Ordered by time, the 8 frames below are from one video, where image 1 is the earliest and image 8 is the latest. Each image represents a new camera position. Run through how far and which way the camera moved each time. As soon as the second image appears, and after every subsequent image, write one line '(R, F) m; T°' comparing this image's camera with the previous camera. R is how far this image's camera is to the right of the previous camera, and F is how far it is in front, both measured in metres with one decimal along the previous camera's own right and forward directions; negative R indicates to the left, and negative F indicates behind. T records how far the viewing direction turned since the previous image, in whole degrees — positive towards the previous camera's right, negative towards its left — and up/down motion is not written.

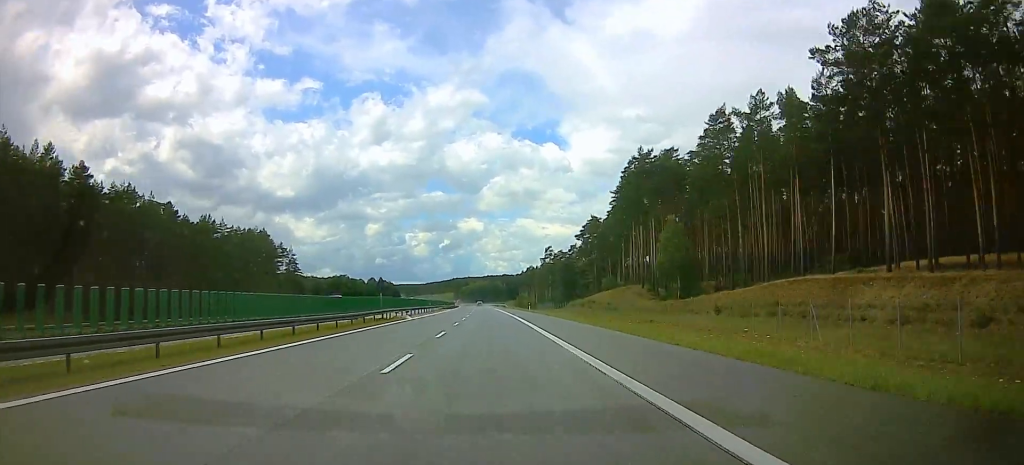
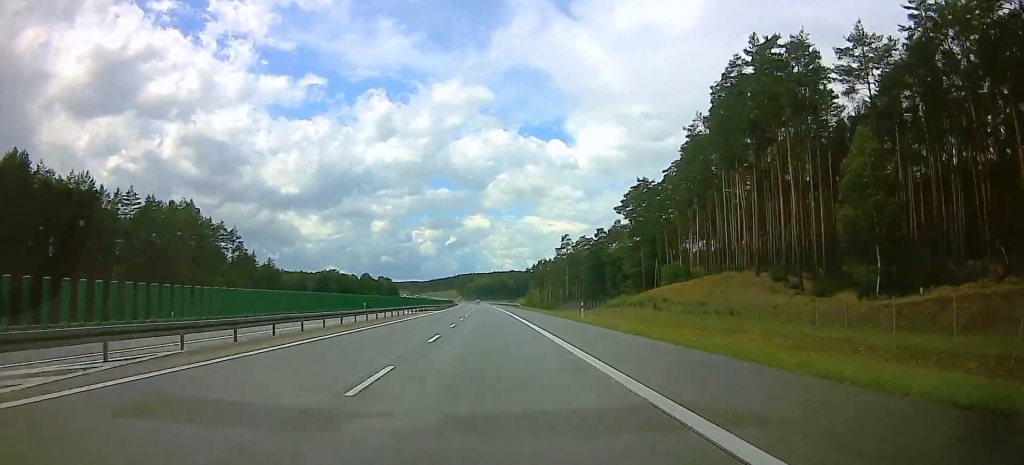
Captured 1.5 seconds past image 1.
(+7.1, +49.1) m; 0°
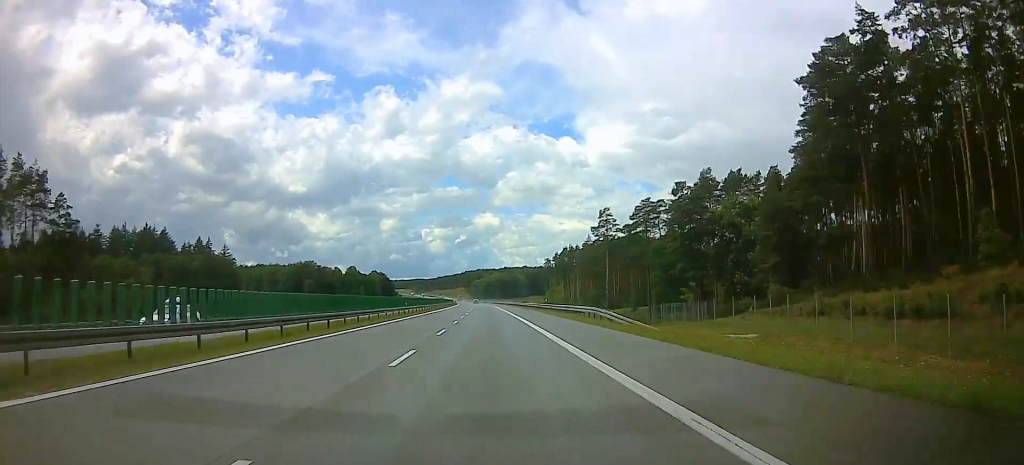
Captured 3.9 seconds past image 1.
(-6.0, +78.4) m; -4°
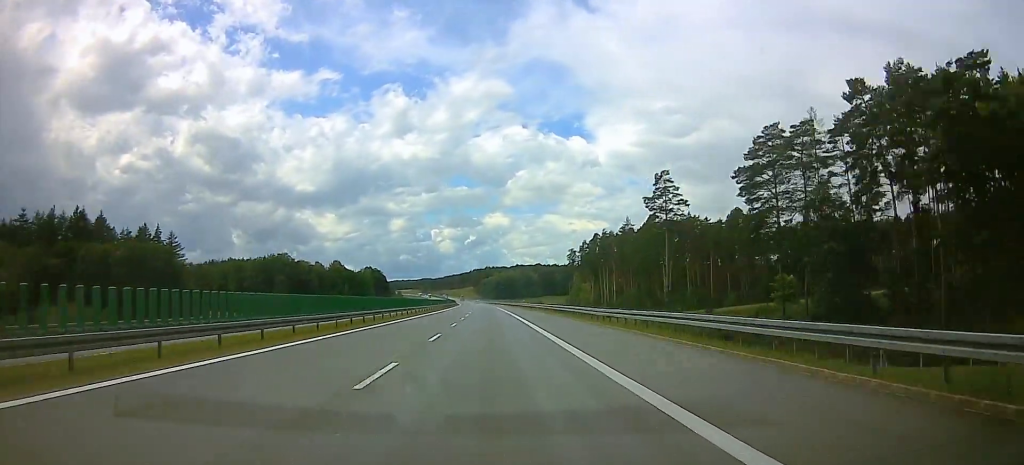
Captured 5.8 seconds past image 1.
(-2.9, +62.6) m; -3°
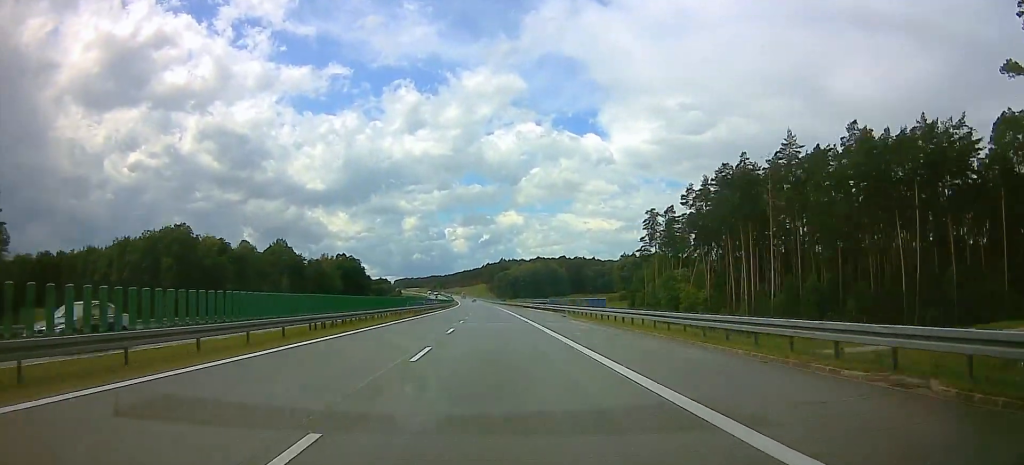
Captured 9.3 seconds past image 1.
(-2.0, +114.8) m; -3°
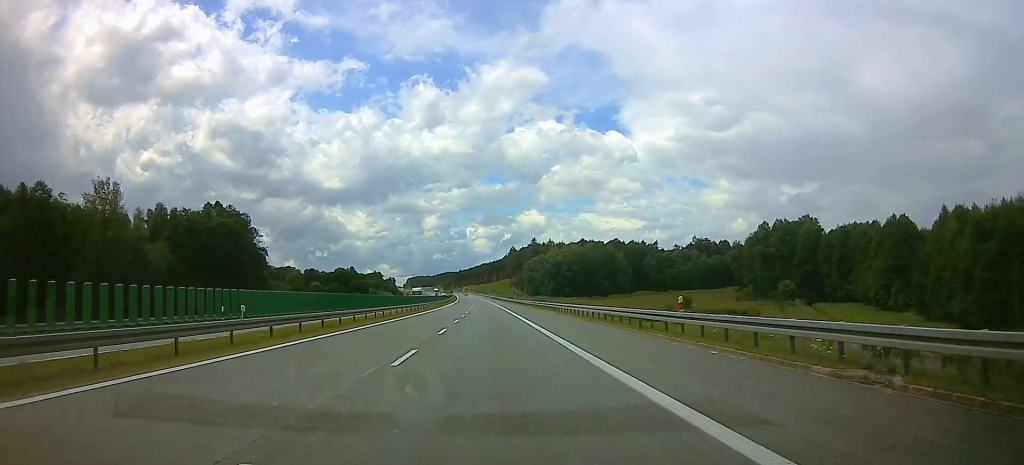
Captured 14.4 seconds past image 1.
(-3.8, +167.0) m; -1°
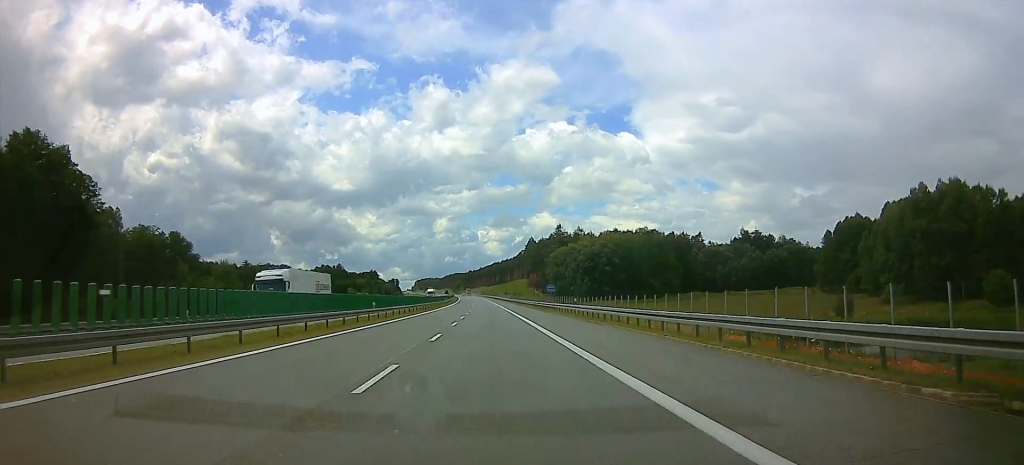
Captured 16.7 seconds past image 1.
(-0.5, +75.1) m; -1°
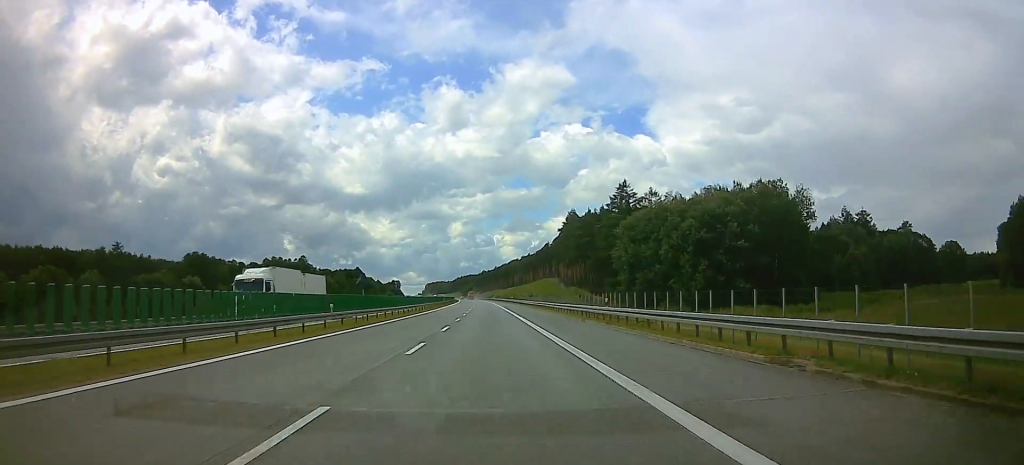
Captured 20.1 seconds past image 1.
(-1.3, +111.0) m; -1°
